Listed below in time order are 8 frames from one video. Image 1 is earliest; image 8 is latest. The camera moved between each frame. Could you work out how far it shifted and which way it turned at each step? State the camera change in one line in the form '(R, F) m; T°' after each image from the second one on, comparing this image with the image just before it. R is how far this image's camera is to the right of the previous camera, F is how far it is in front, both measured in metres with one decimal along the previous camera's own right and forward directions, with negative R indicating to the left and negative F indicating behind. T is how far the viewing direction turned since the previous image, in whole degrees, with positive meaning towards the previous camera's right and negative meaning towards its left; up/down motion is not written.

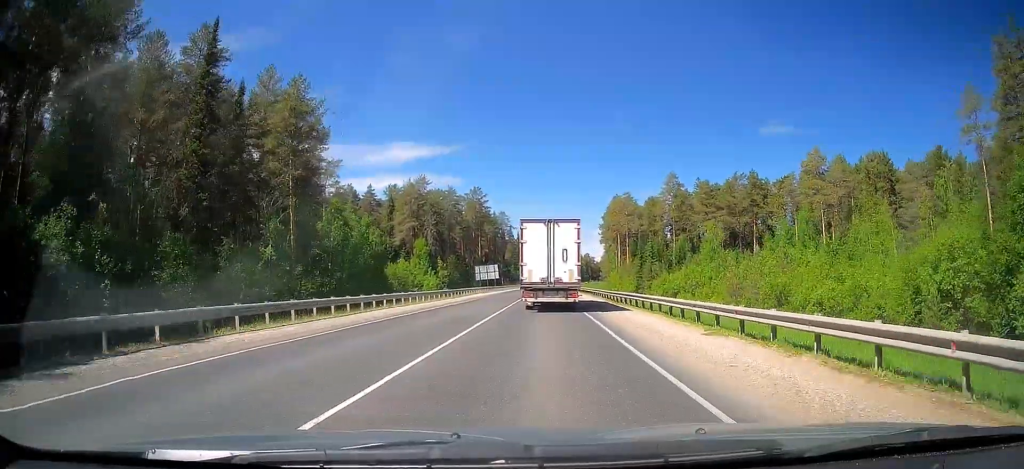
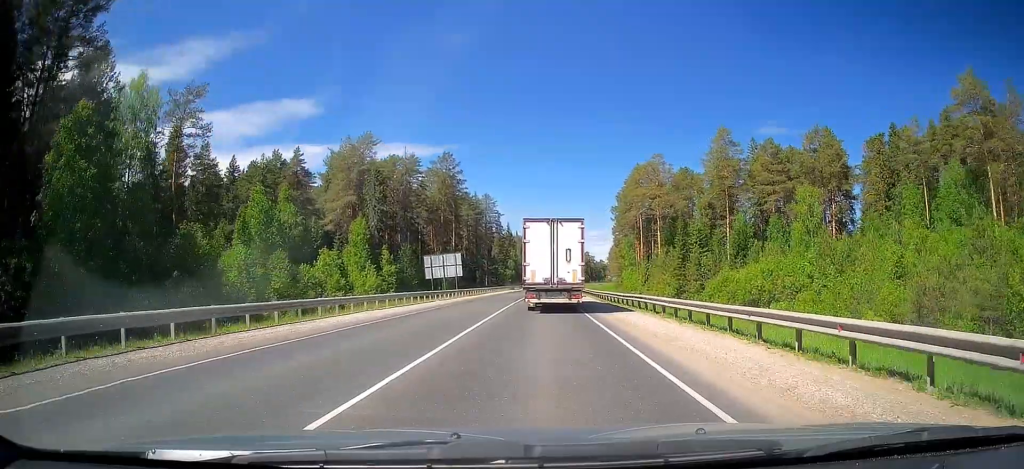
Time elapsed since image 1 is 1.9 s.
(+0.1, +41.2) m; 0°
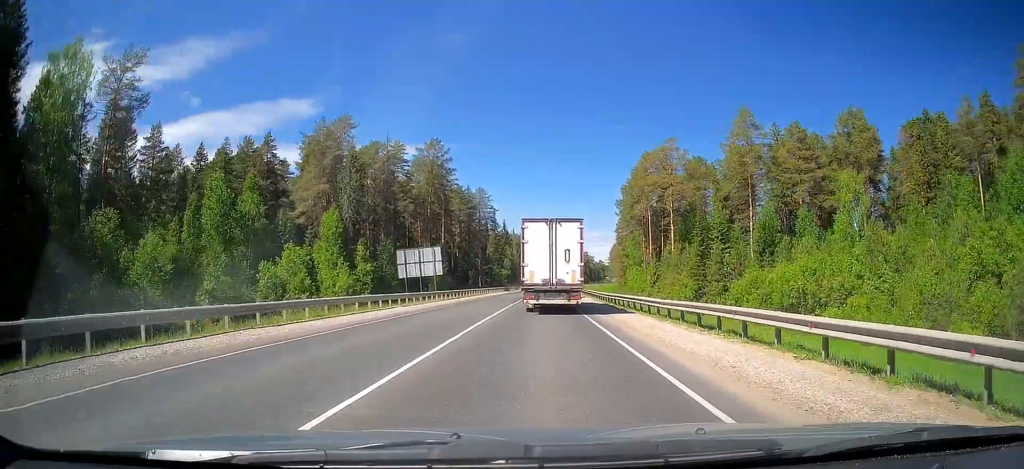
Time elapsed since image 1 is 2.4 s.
(+0.2, +11.0) m; 0°
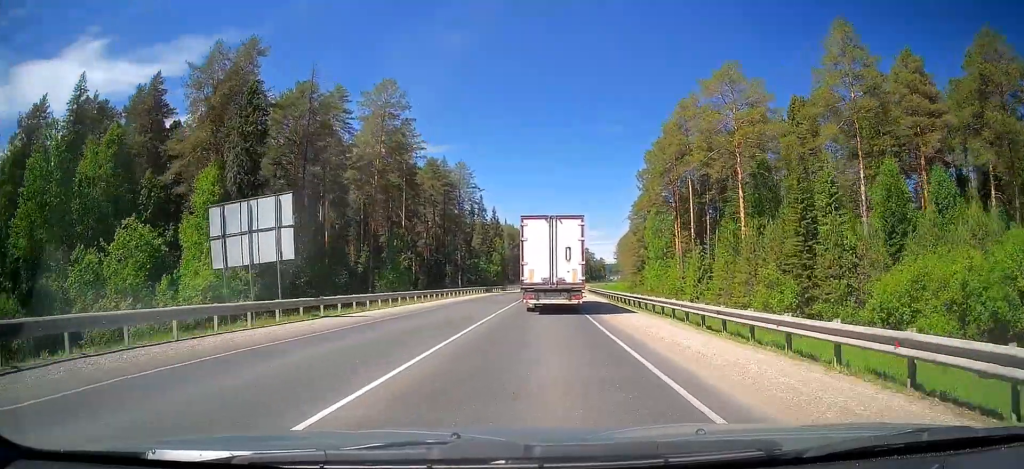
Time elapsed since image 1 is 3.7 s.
(+0.1, +30.3) m; +1°
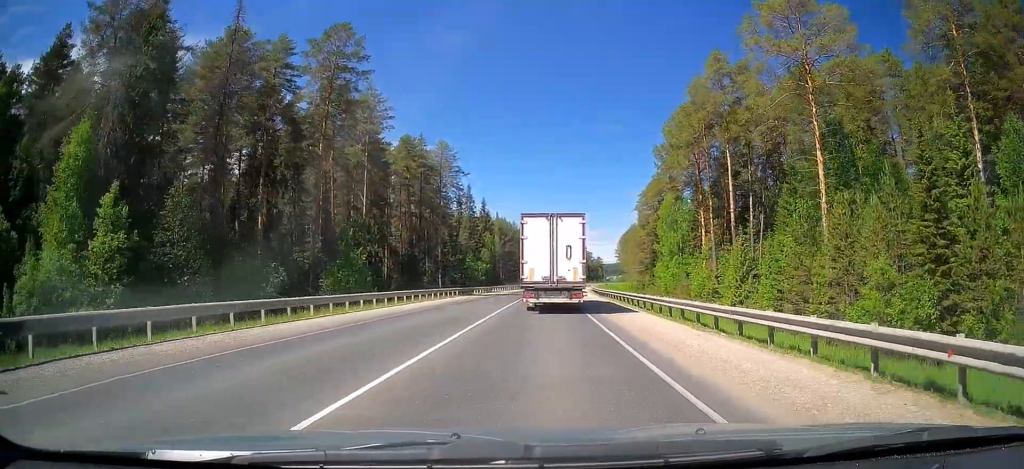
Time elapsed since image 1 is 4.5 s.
(+0.3, +17.0) m; 0°
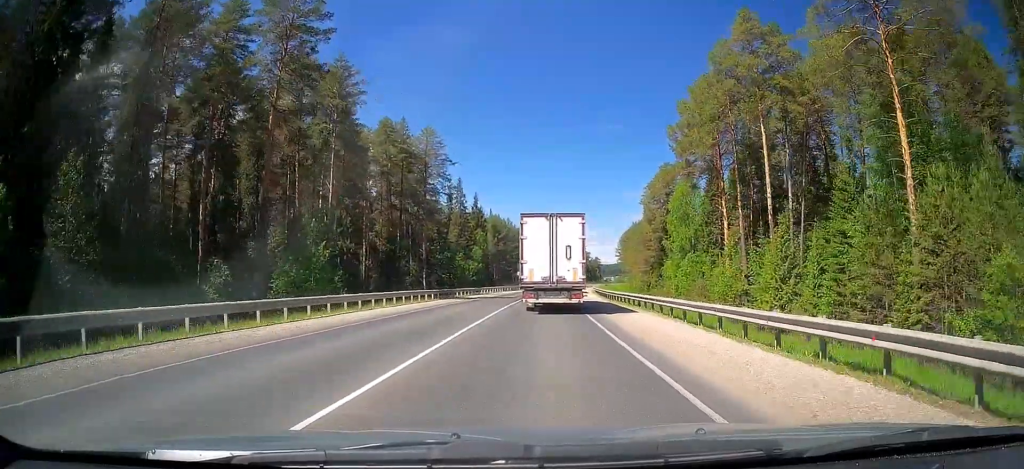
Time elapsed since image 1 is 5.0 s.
(-0.4, +10.3) m; 0°
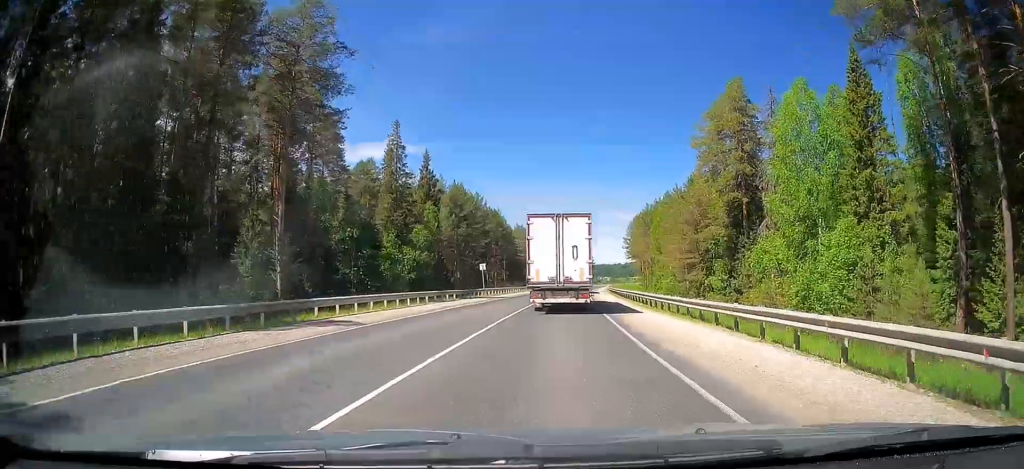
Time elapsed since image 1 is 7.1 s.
(+0.2, +46.6) m; +1°
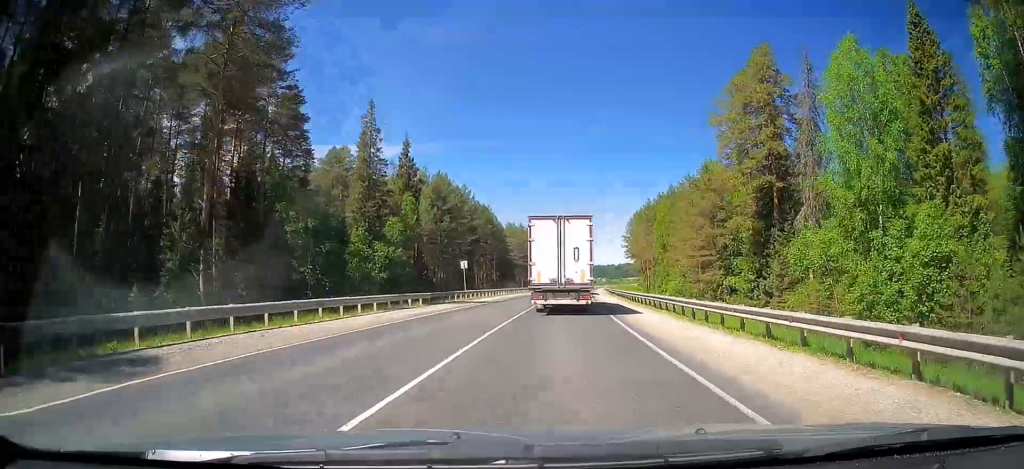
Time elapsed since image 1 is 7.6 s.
(+0.1, +10.1) m; +1°
